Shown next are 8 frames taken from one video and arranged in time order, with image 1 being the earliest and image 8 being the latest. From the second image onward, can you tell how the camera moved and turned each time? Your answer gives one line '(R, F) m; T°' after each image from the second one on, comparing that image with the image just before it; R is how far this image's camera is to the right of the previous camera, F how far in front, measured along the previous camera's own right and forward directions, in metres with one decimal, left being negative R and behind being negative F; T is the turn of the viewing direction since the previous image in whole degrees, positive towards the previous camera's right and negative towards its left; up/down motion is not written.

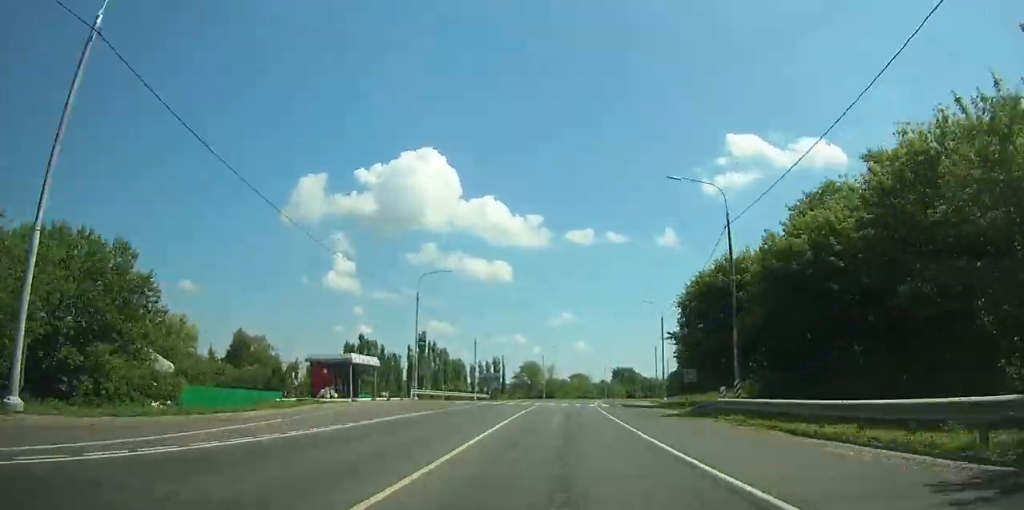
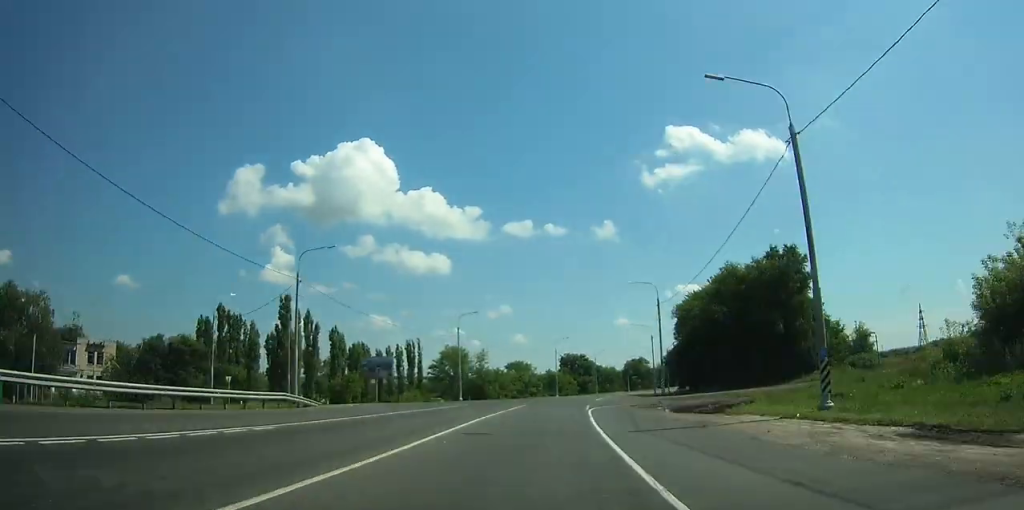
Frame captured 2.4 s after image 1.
(-4.0, +49.9) m; 0°
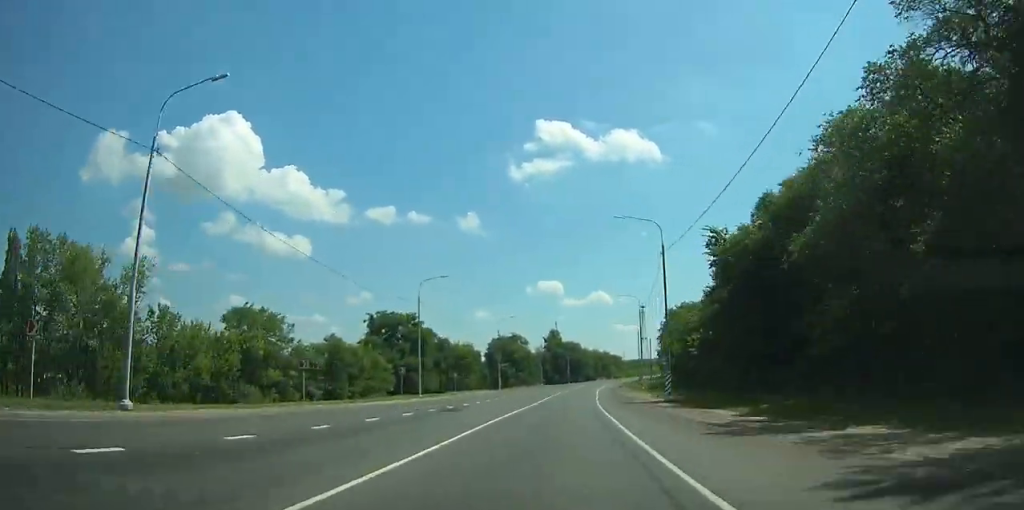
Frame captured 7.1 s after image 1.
(+12.5, +95.7) m; +13°
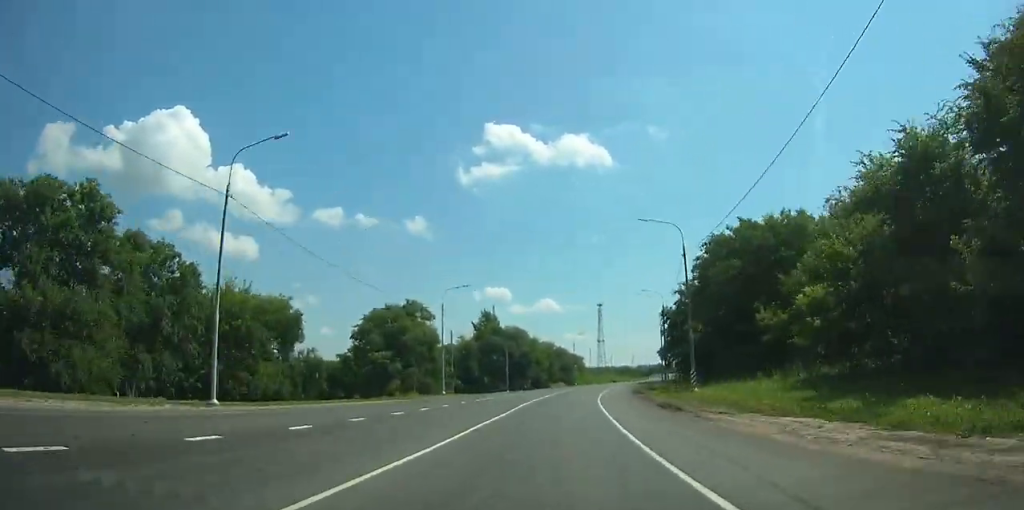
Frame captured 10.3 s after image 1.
(+3.9, +64.1) m; +8°
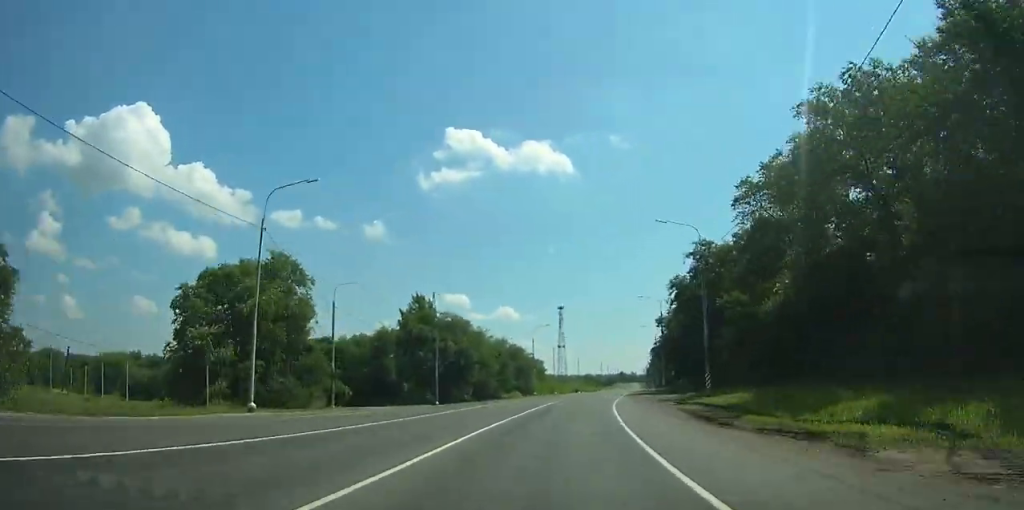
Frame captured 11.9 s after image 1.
(+0.9, +31.8) m; +3°
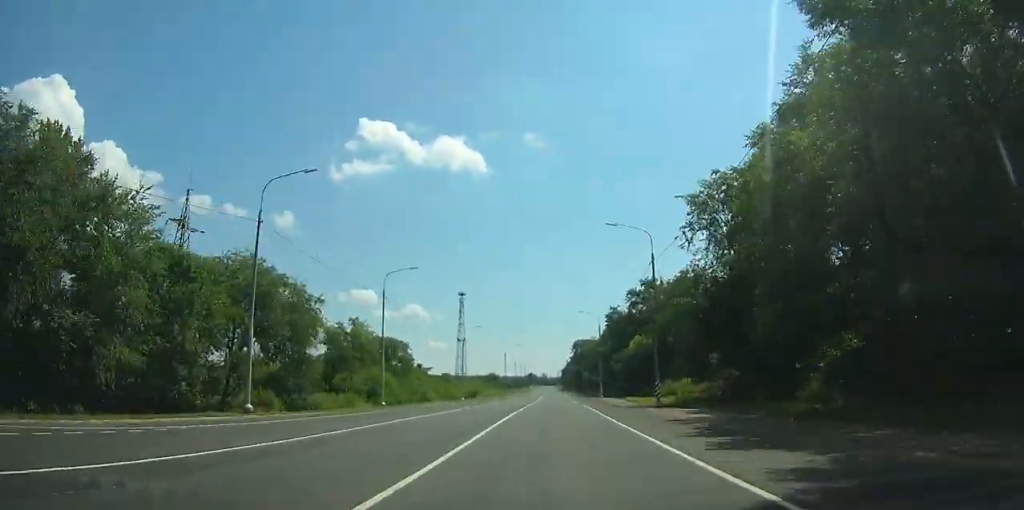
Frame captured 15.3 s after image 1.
(+4.8, +68.9) m; +5°
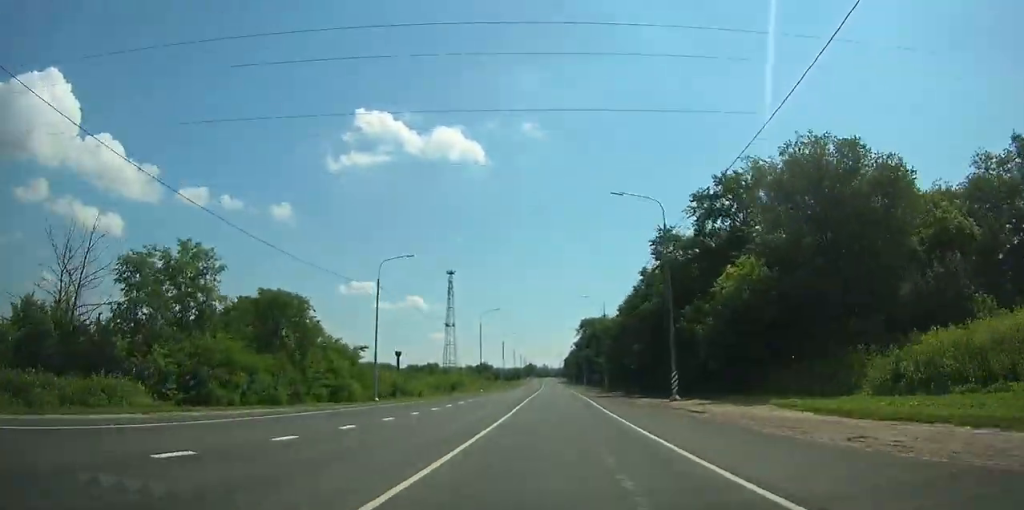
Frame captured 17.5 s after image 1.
(+0.8, +46.6) m; +1°
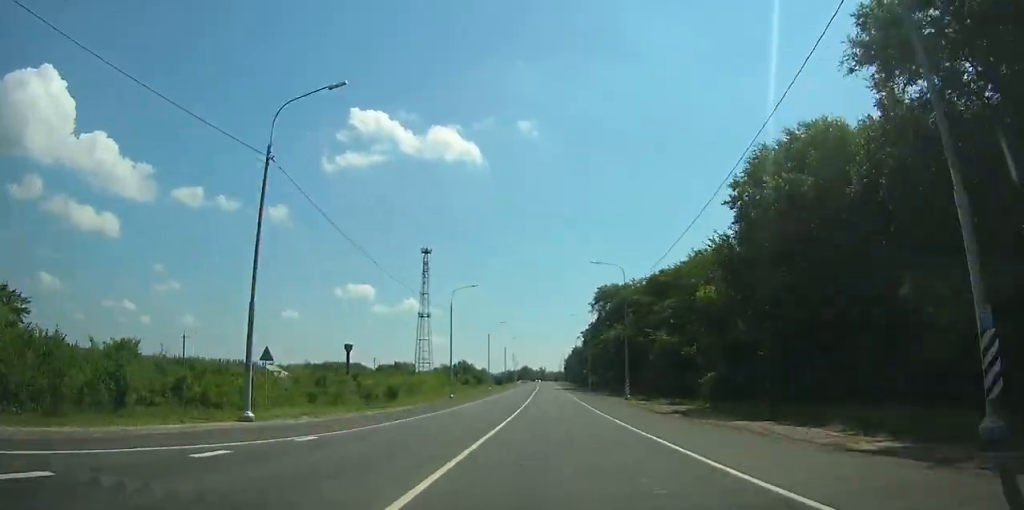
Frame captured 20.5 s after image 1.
(-0.2, +63.7) m; 0°
